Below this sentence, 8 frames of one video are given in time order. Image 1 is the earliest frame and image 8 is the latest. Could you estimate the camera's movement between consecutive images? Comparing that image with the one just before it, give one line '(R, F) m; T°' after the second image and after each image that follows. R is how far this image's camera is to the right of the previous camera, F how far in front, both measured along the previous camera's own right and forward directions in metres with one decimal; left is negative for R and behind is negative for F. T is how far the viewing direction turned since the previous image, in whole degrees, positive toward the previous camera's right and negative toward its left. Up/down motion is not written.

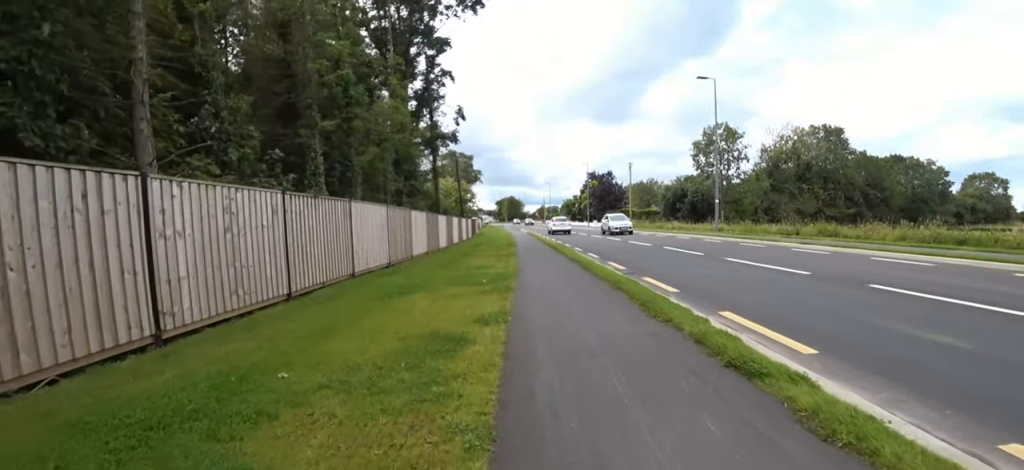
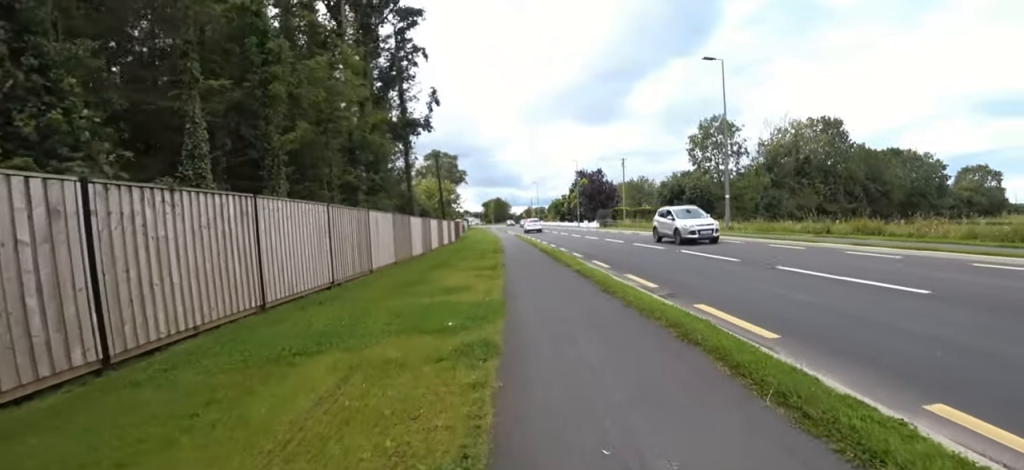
(+0.4, +3.4) m; -7°
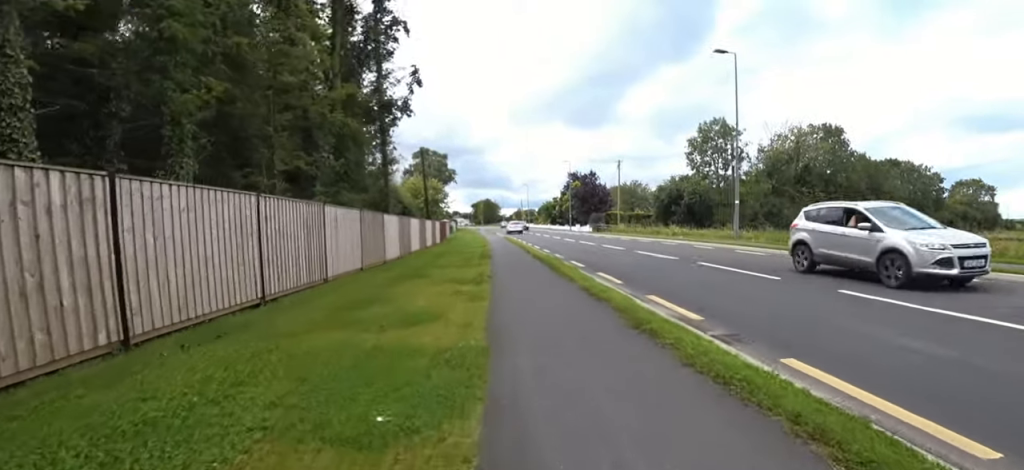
(-0.6, +2.6) m; +1°
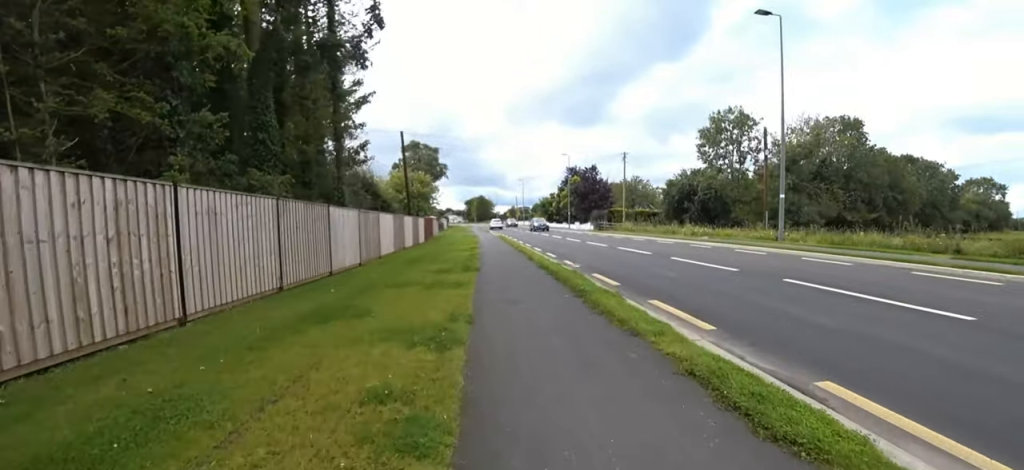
(+0.1, +4.7) m; +4°
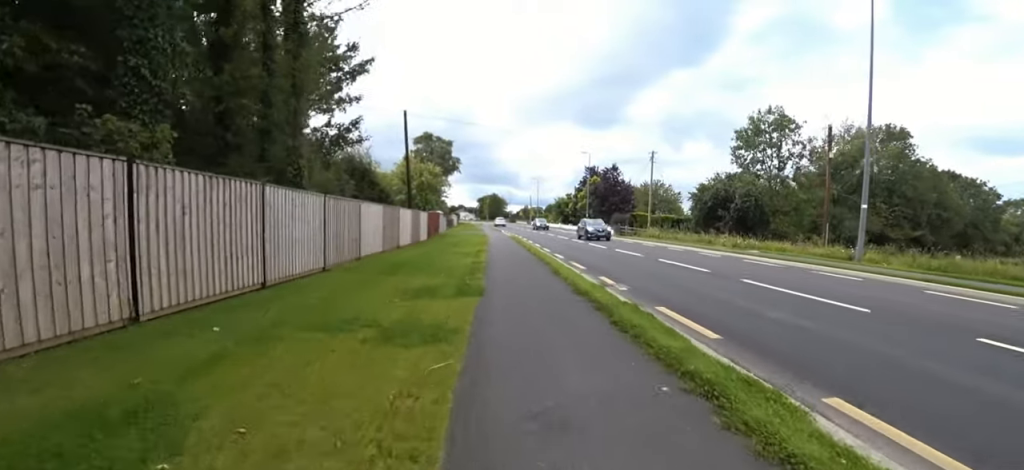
(+0.4, +4.0) m; -1°
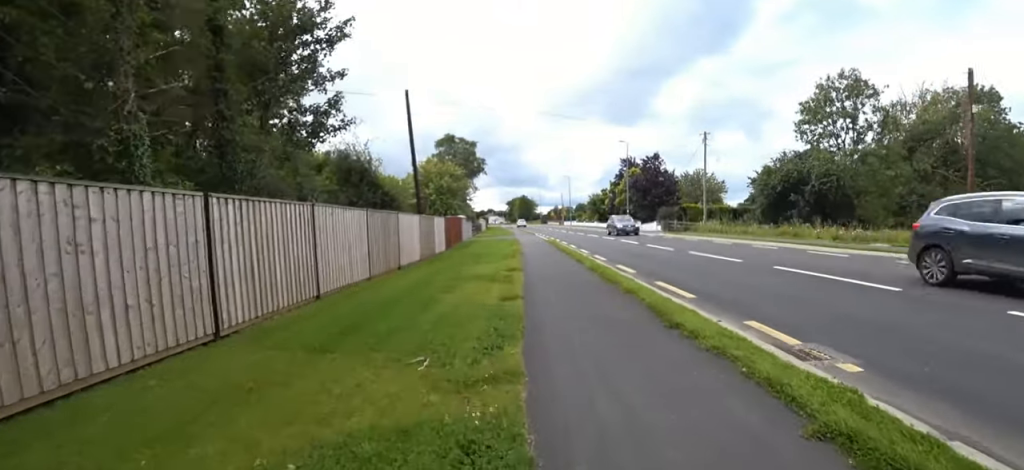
(-0.9, +5.6) m; -6°
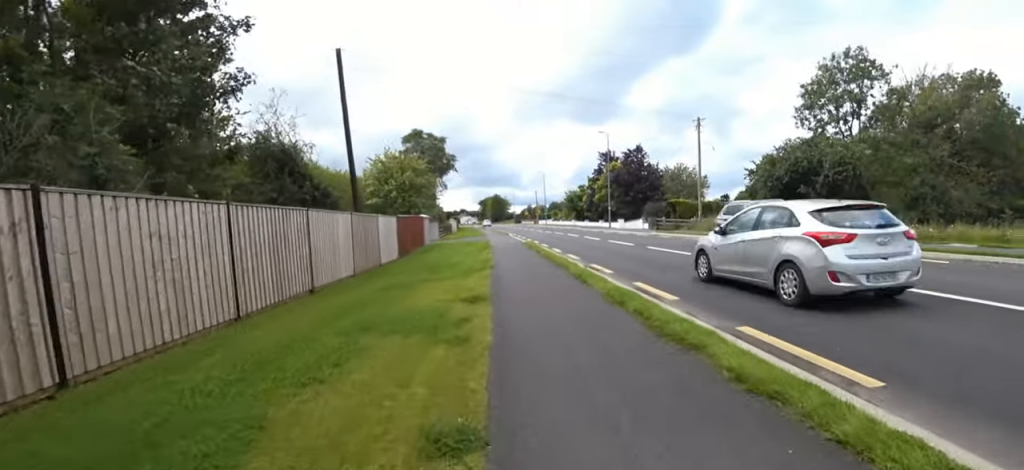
(+0.3, +4.7) m; +8°
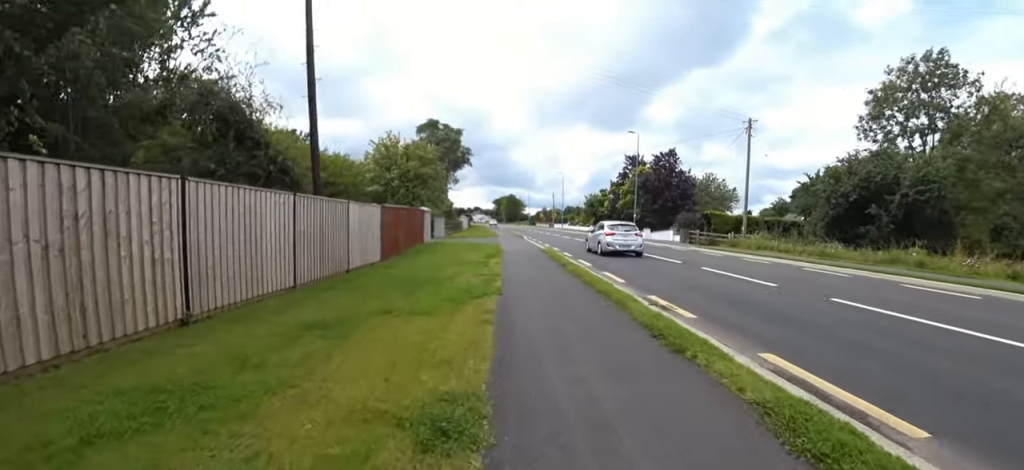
(+0.5, +4.3) m; +2°
